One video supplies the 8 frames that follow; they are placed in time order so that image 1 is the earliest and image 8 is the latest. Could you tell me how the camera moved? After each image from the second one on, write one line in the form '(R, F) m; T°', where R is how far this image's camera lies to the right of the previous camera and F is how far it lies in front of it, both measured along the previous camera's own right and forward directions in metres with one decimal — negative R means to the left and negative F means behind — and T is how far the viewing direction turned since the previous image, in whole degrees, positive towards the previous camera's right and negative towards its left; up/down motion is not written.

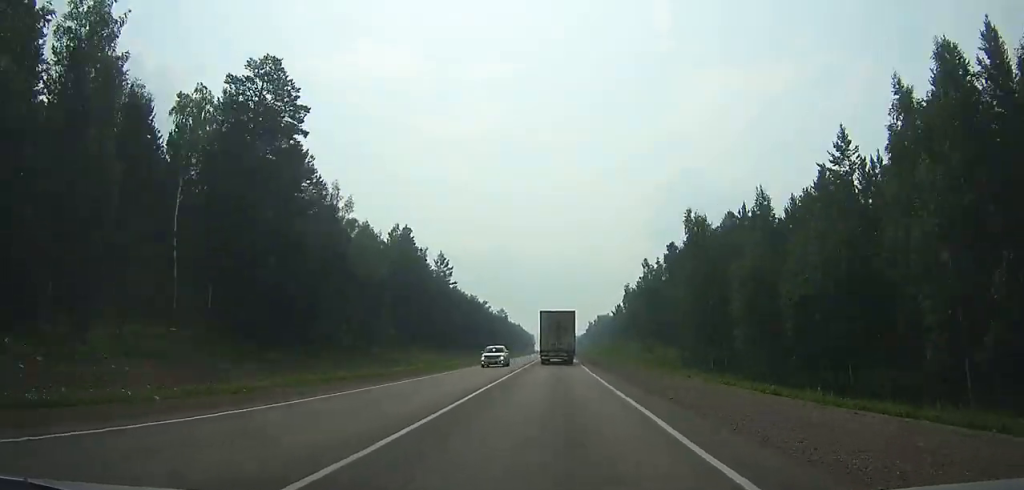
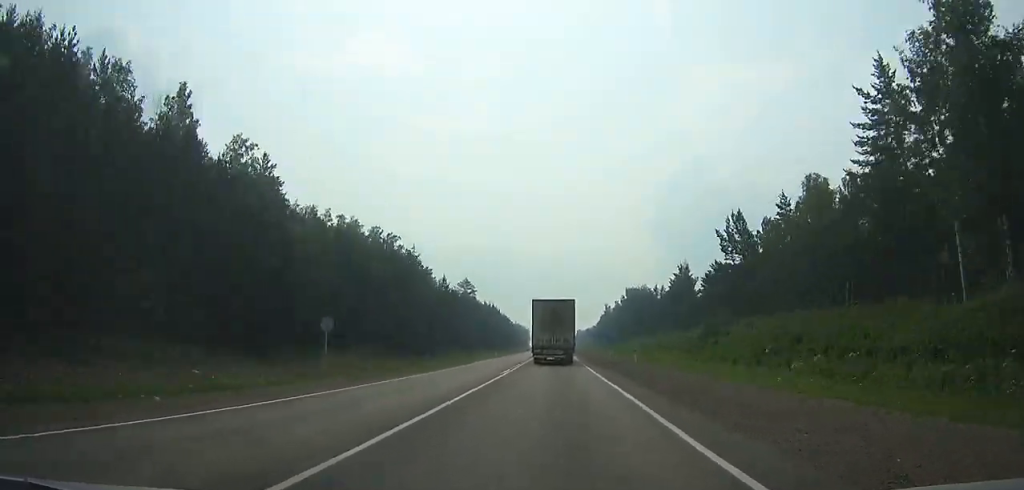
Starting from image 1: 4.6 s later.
(-0.1, +123.7) m; 0°
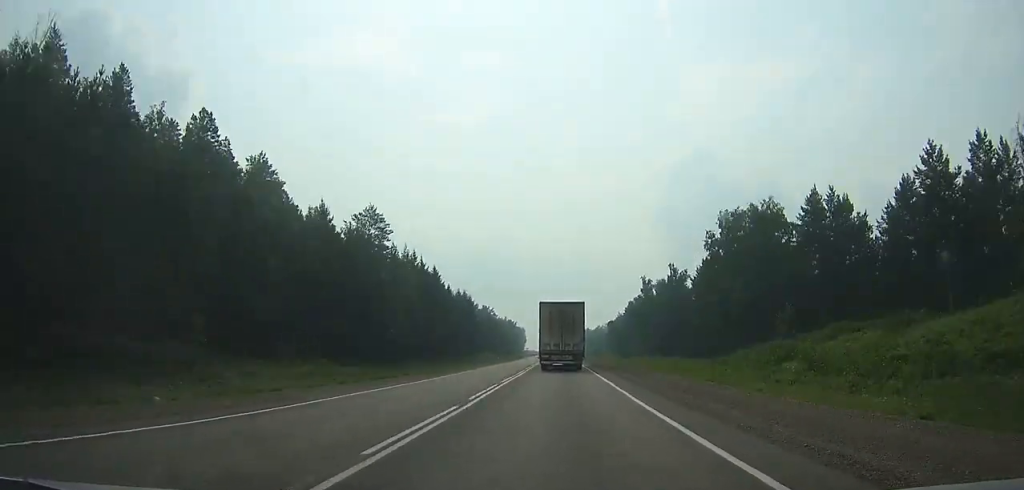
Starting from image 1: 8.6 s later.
(-0.1, +106.8) m; 0°
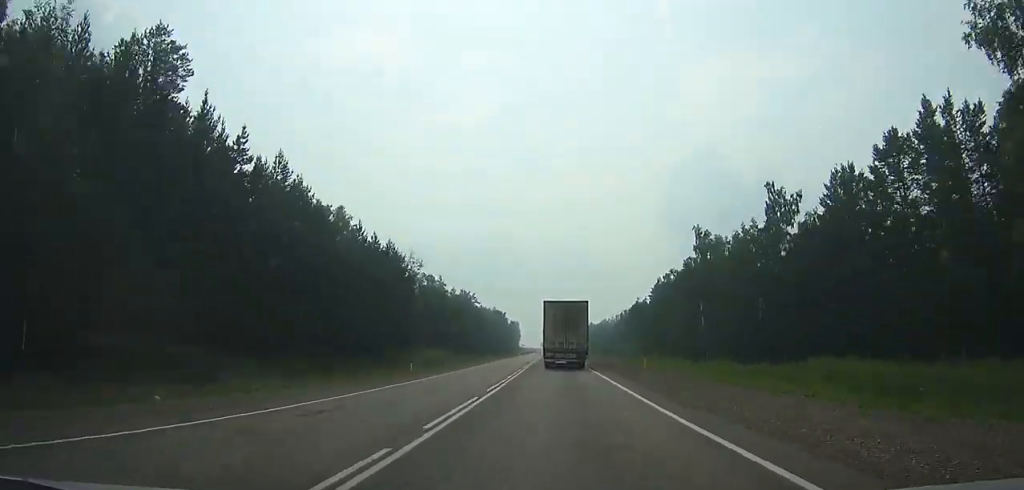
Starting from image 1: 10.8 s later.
(0.0, +58.0) m; 0°
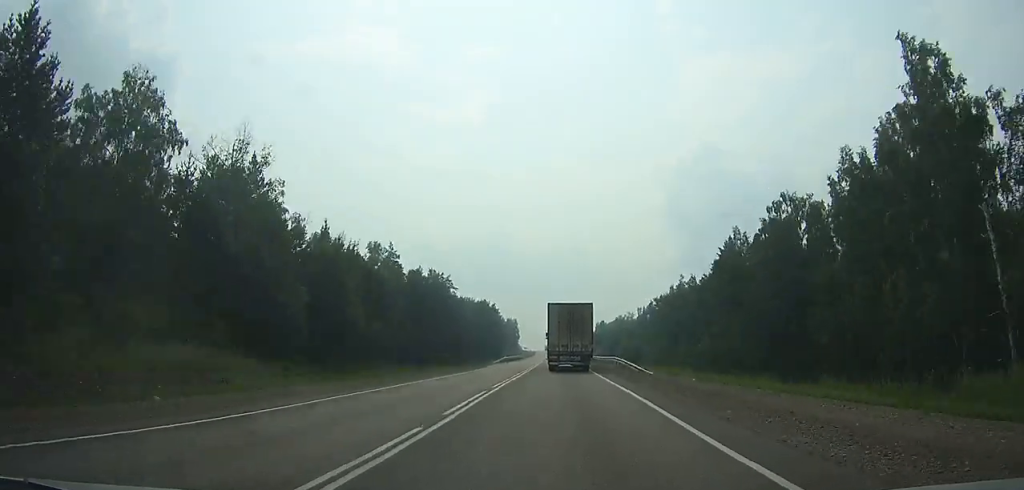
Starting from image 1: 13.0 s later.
(0.0, +57.3) m; 0°
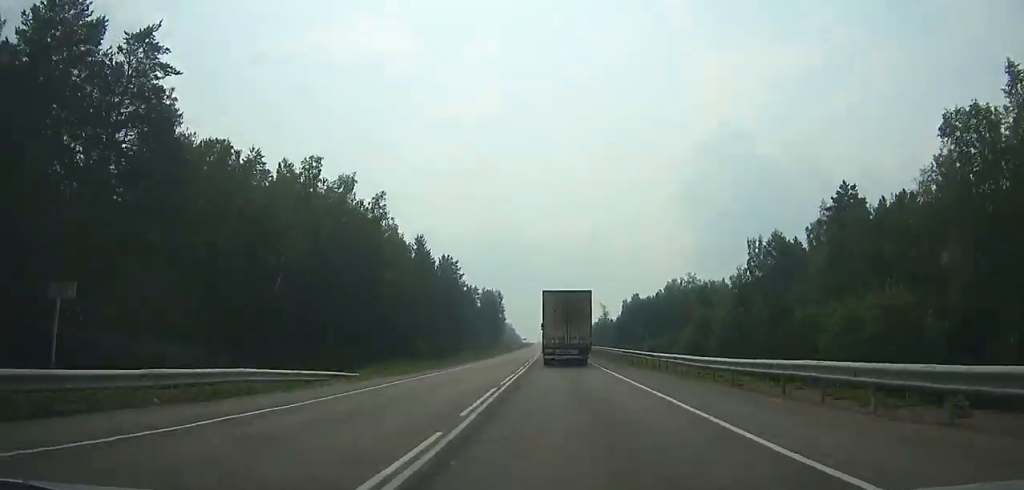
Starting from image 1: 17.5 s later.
(-1.0, +114.2) m; -1°
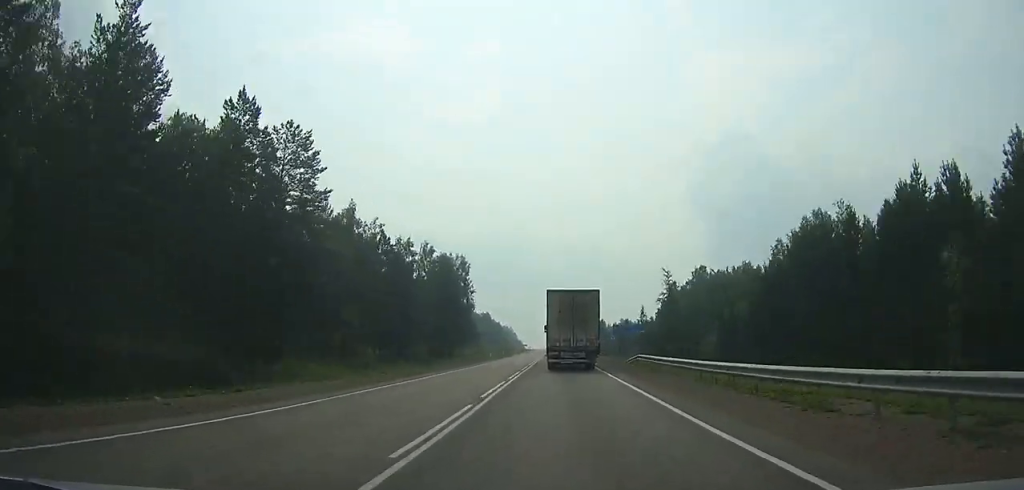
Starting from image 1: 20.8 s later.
(-0.8, +81.8) m; -1°
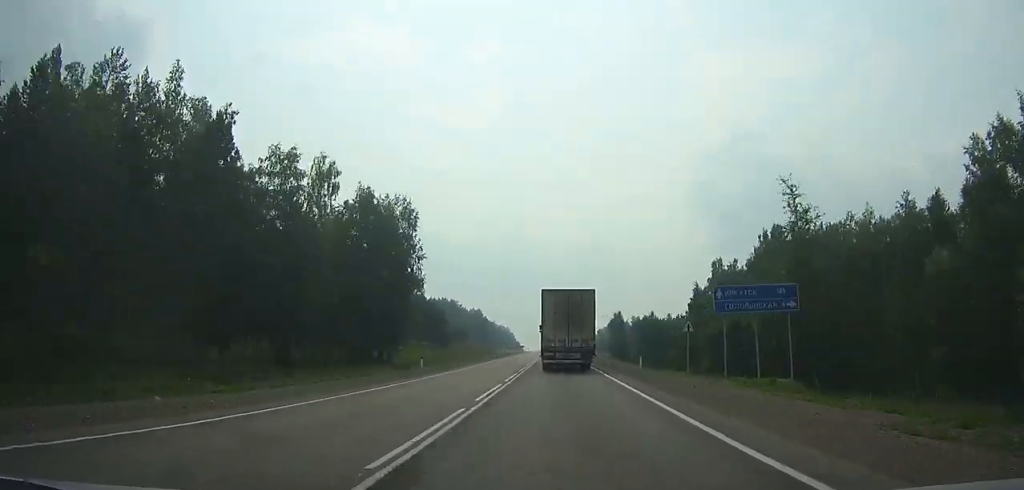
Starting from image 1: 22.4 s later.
(-0.2, +39.2) m; 0°
